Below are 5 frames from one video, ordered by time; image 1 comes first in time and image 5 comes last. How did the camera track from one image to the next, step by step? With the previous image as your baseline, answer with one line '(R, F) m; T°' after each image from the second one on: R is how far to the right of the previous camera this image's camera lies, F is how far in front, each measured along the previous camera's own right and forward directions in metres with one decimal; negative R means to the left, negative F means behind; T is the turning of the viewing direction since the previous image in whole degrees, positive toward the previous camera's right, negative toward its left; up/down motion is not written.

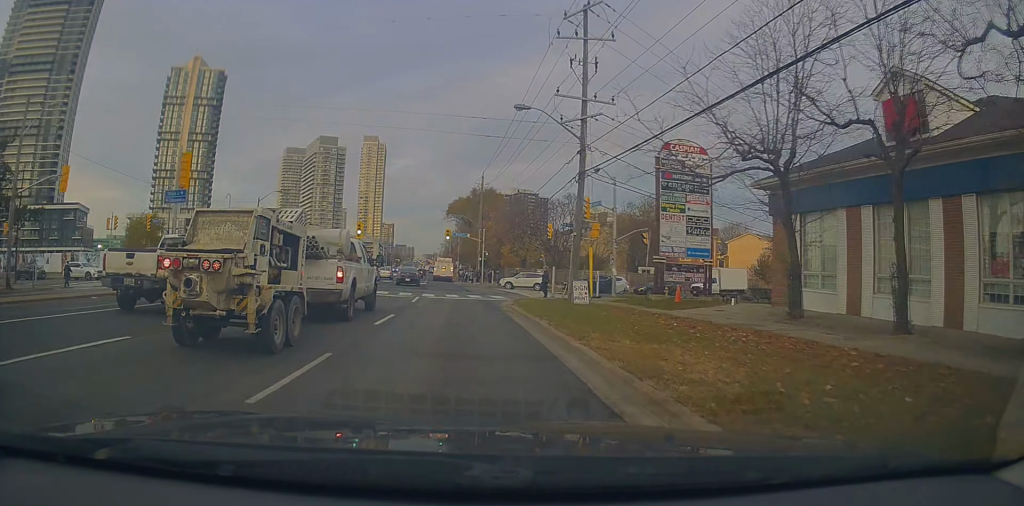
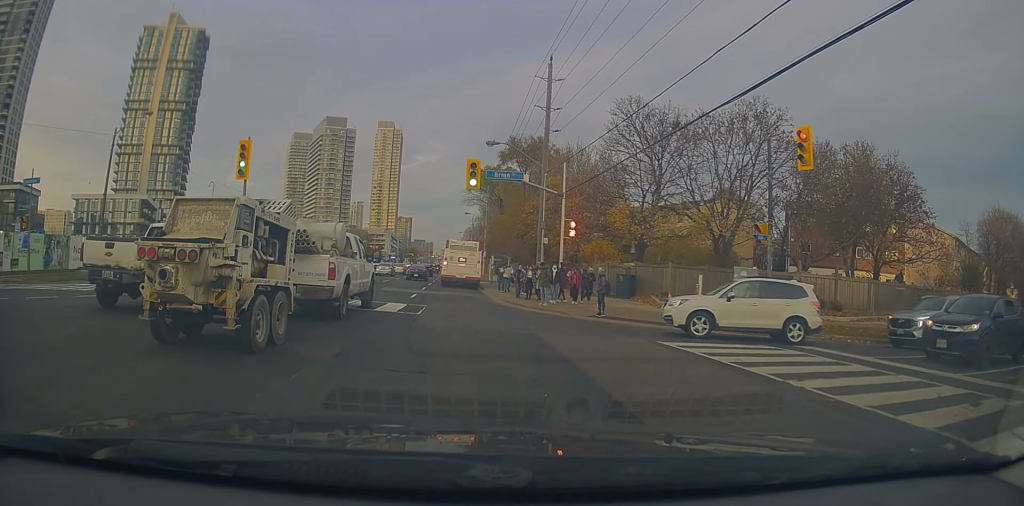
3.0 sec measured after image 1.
(-1.0, +40.3) m; -3°
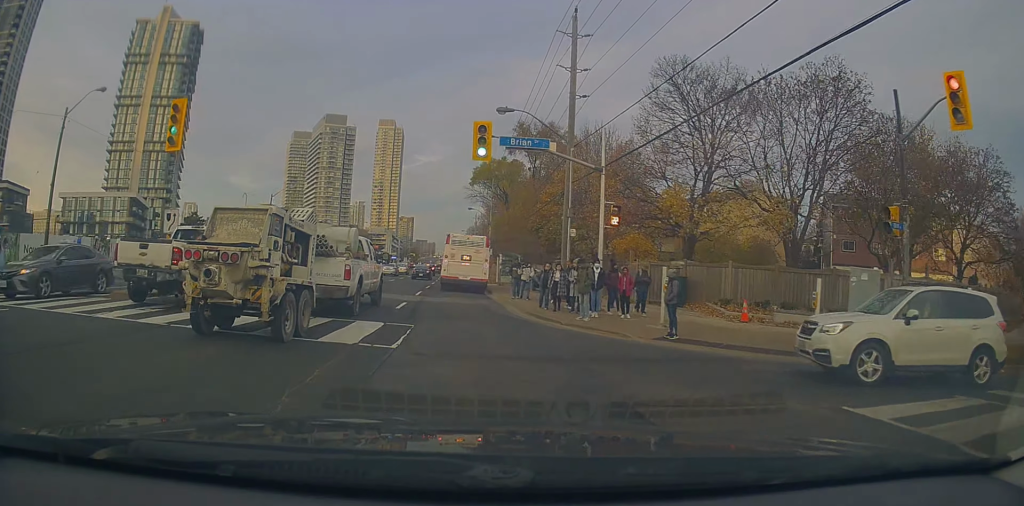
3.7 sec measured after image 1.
(+0.3, +6.8) m; +3°
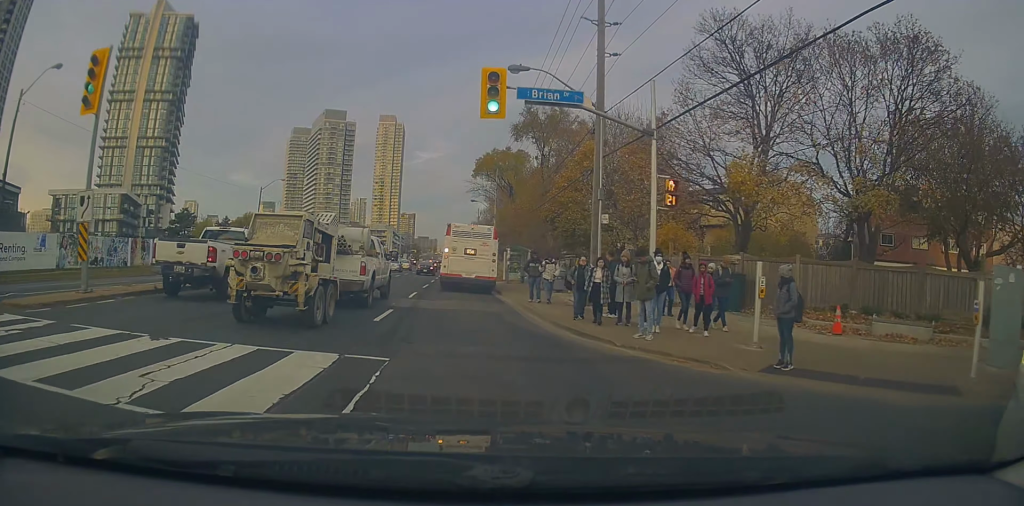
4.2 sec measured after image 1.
(+0.2, +5.8) m; +2°
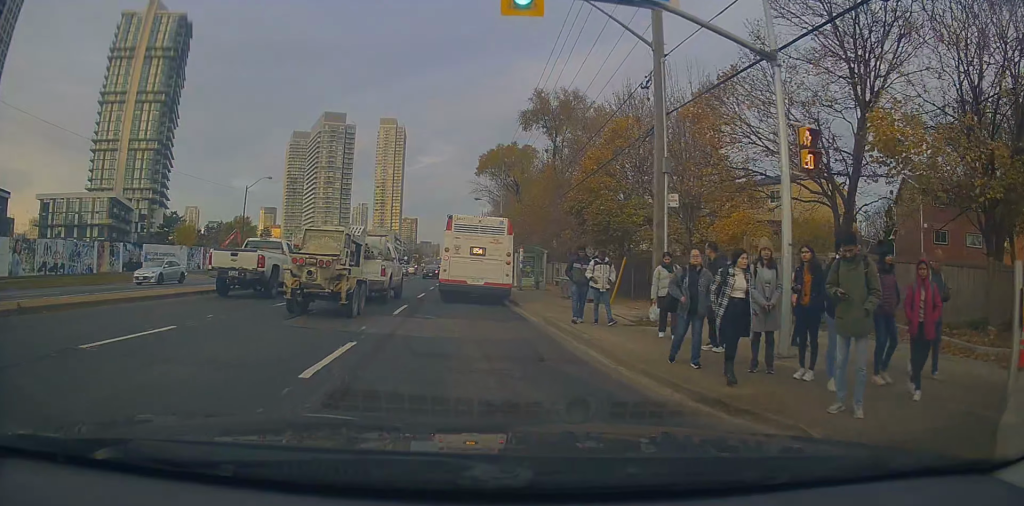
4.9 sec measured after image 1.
(+0.2, +6.5) m; -3°
